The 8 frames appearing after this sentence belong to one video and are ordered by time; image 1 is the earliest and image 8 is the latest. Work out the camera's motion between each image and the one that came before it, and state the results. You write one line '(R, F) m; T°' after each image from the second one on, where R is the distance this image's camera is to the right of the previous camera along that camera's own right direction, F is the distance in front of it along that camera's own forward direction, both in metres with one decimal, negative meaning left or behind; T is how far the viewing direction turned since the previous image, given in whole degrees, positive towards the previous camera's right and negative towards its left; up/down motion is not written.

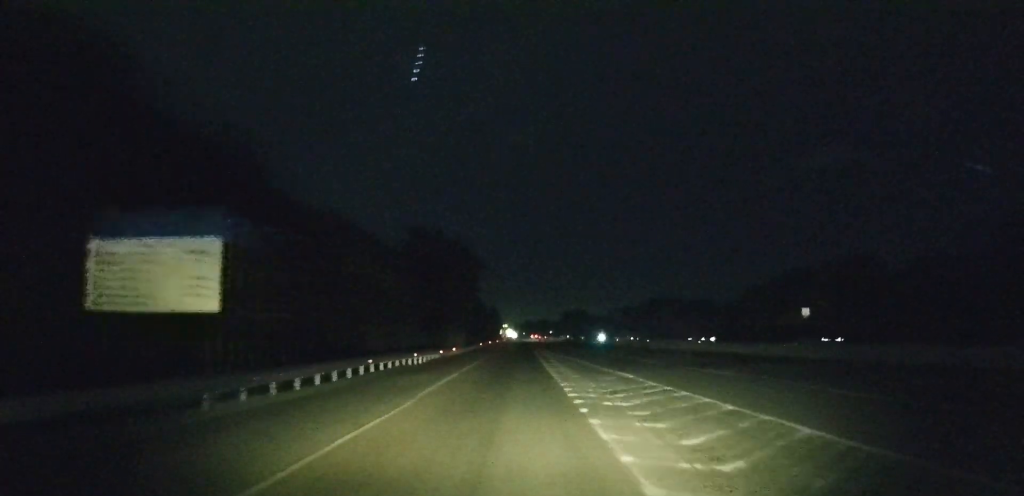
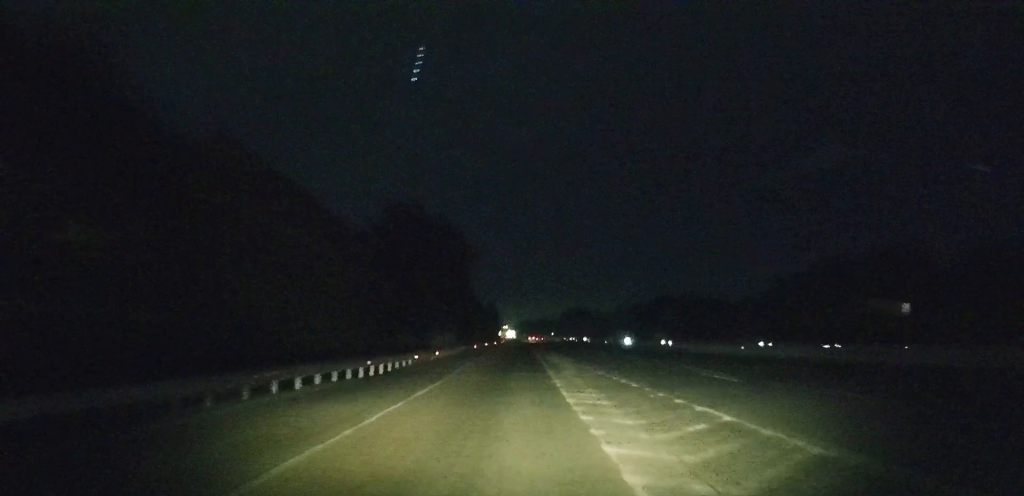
(0.0, +12.3) m; 0°
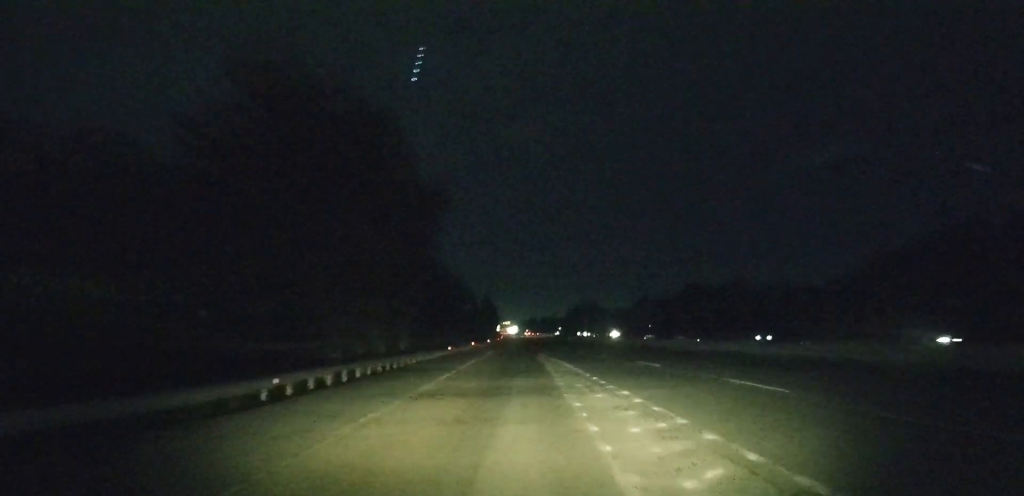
(-0.1, +35.6) m; 0°
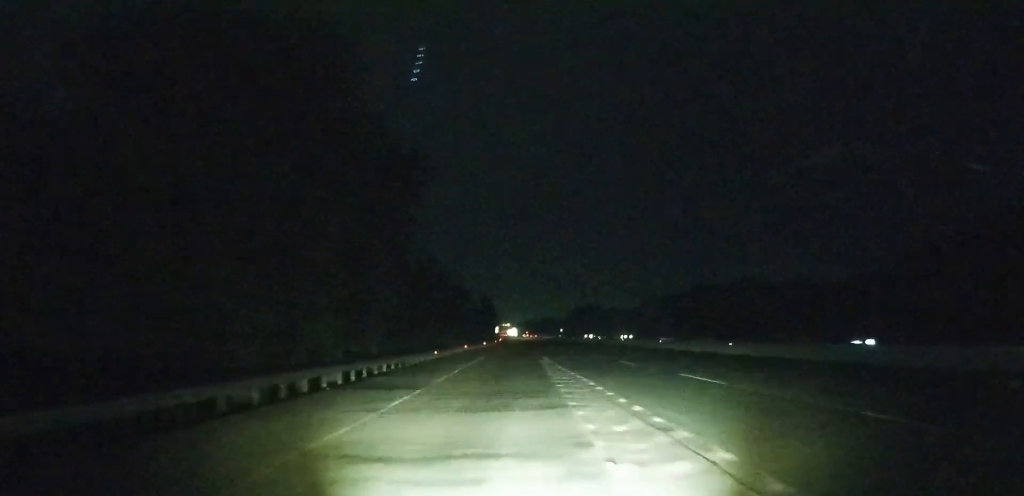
(0.0, +9.7) m; 0°
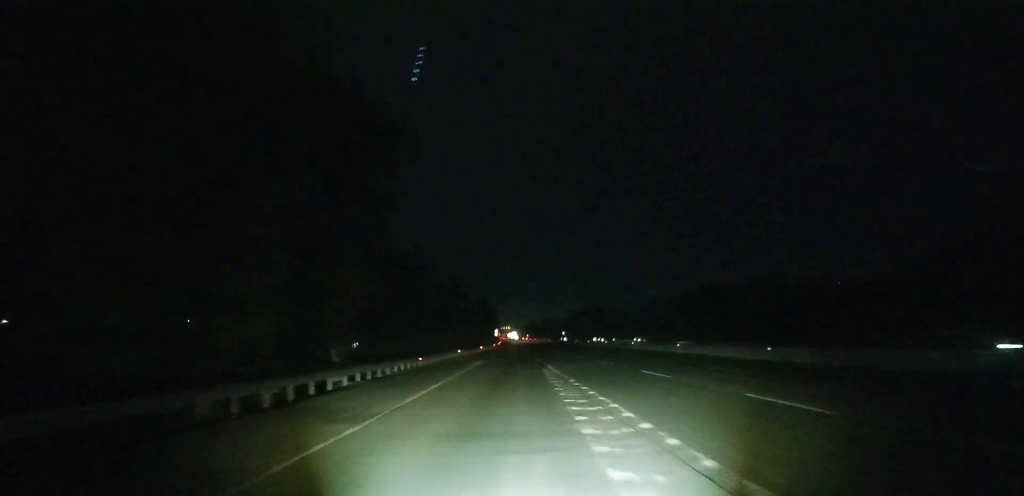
(0.0, +8.0) m; 0°
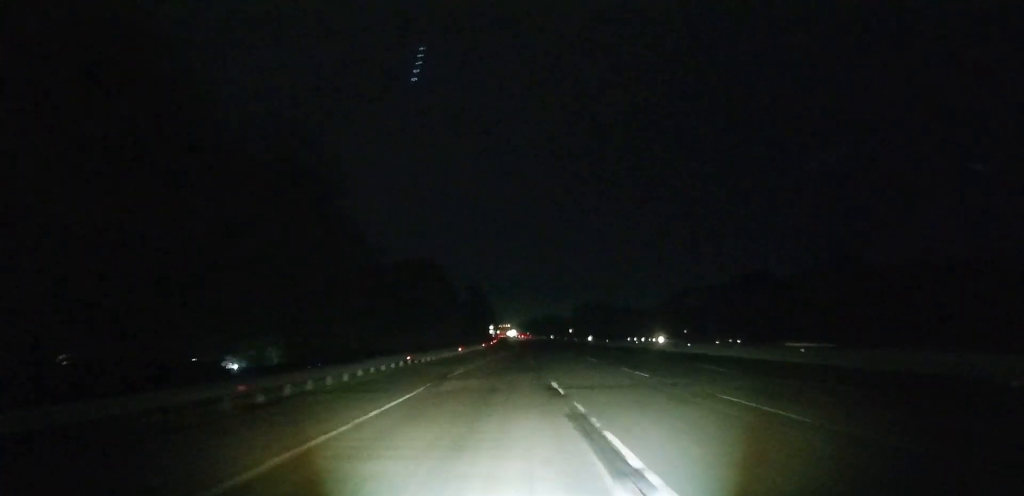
(0.0, +29.5) m; 0°
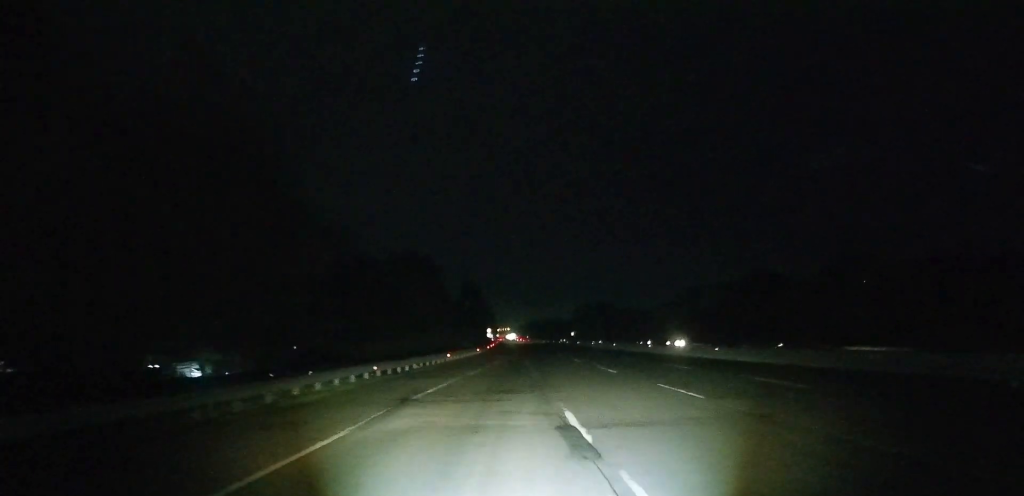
(0.0, +8.4) m; 0°
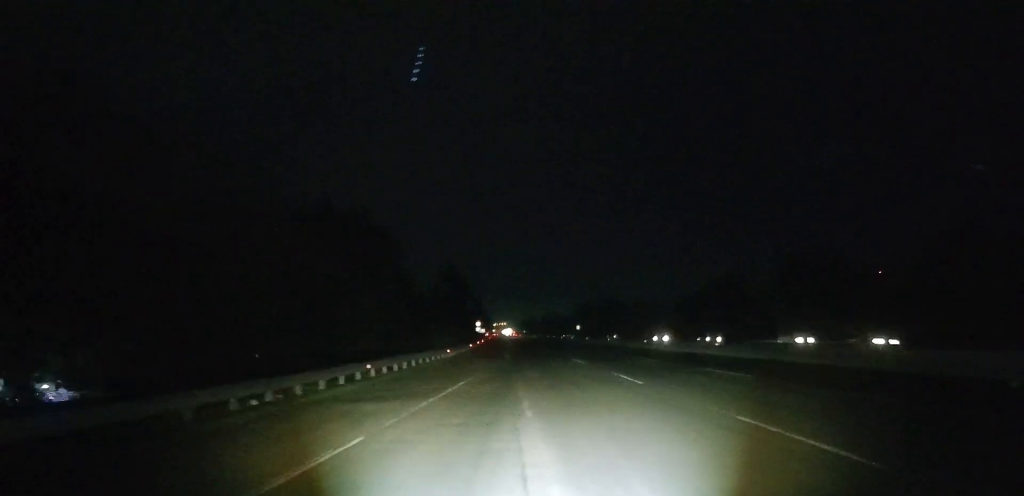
(+0.1, +24.6) m; 0°
